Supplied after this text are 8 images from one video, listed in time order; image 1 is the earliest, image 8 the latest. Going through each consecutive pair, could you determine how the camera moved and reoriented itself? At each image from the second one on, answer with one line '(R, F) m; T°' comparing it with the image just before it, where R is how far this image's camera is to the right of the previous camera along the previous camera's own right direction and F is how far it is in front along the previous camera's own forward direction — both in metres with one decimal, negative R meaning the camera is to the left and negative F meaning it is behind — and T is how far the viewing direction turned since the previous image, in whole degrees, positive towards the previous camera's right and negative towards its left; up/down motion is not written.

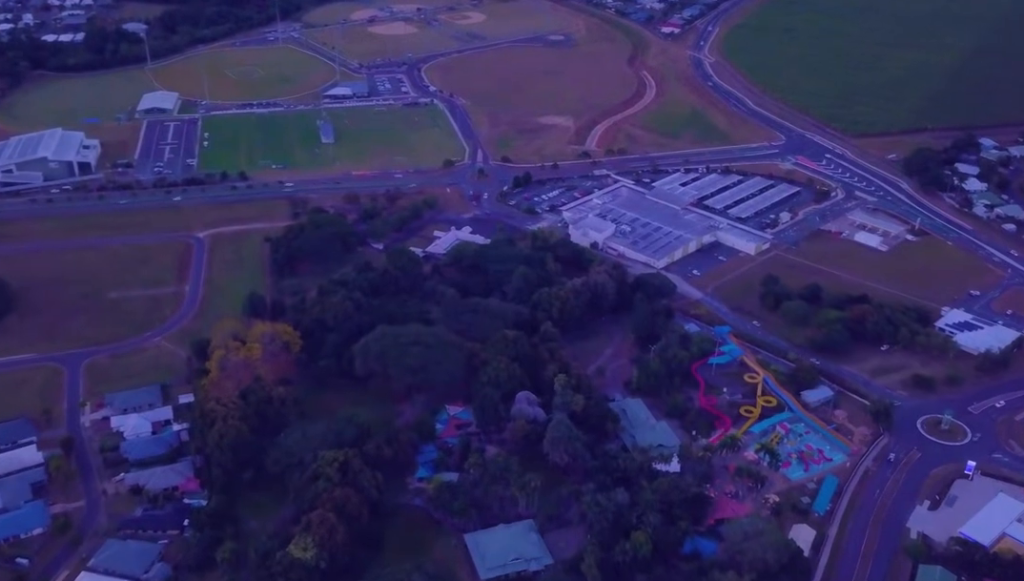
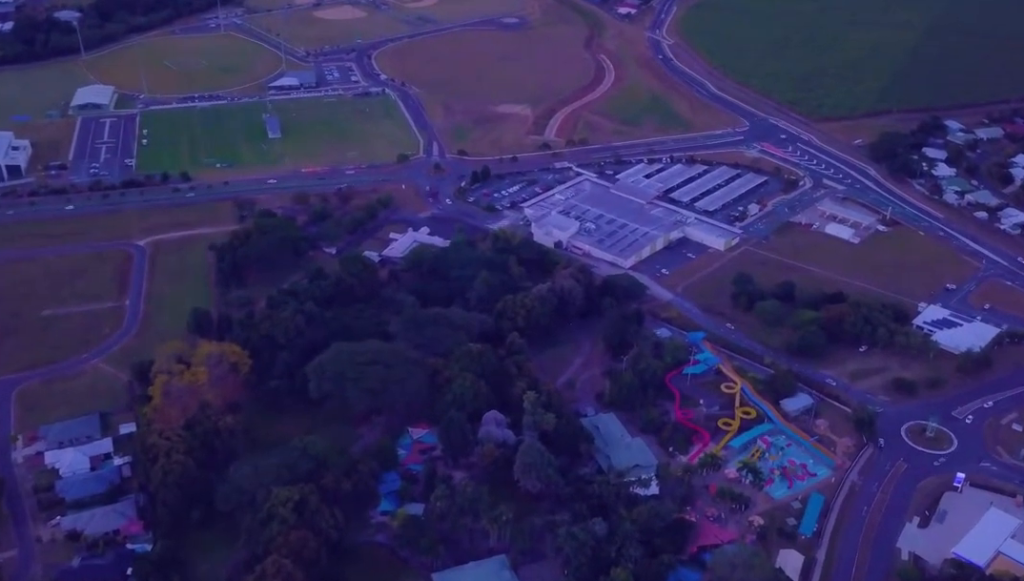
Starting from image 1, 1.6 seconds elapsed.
(0.0, +16.1) m; 0°
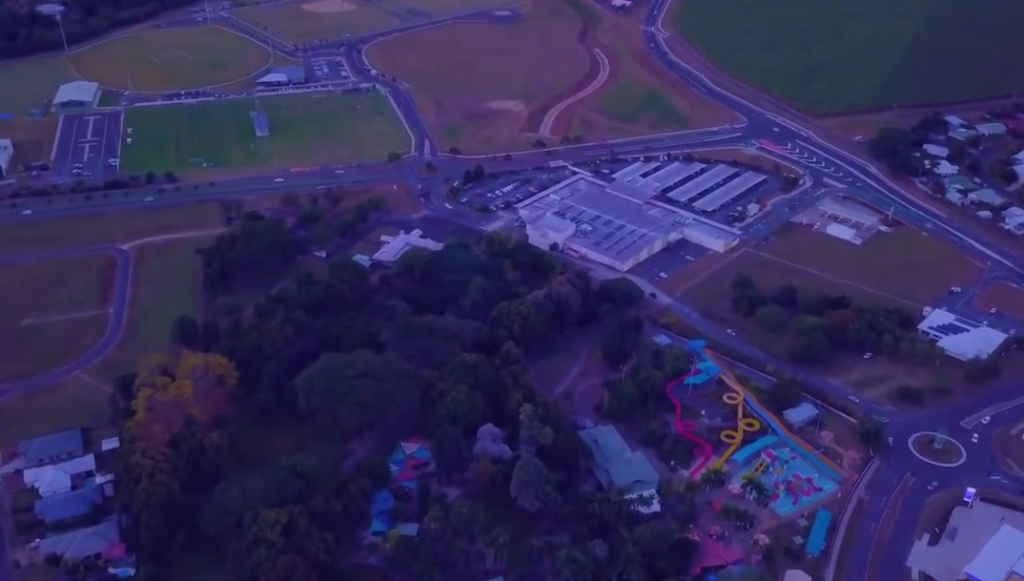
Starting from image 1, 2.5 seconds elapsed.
(0.0, +8.0) m; 0°
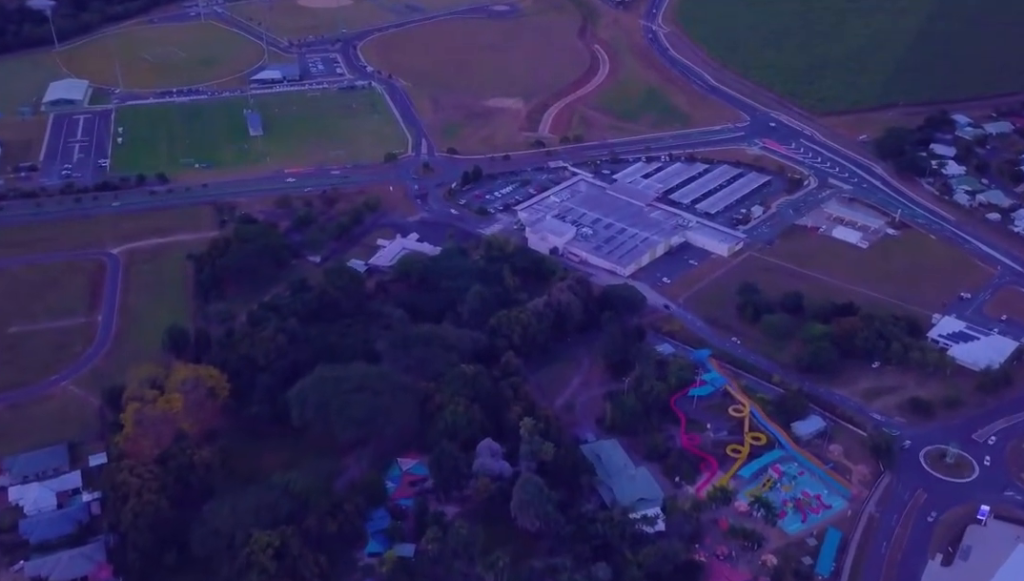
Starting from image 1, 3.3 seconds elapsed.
(0.0, +7.3) m; 0°
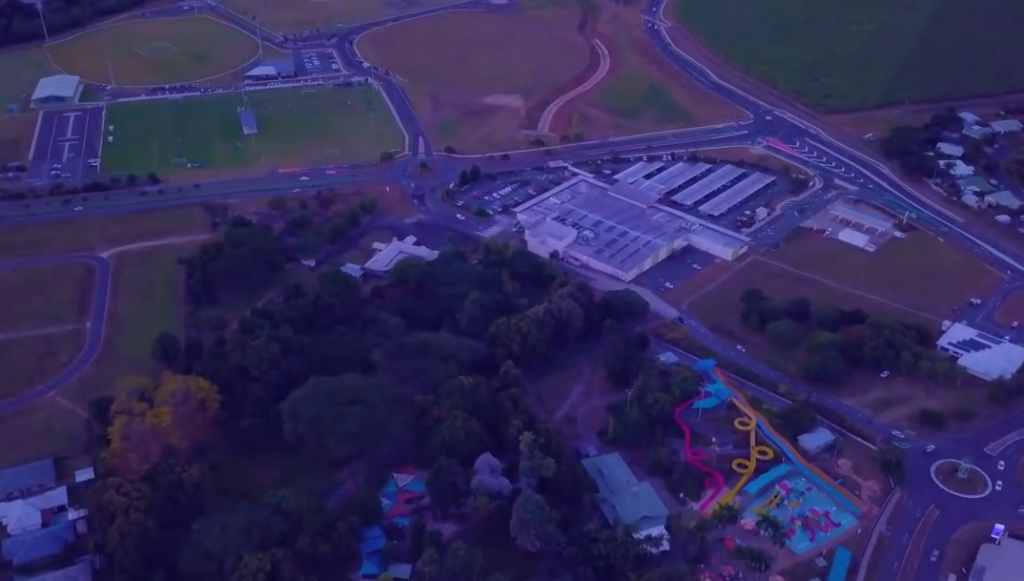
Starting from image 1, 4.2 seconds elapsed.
(0.0, +7.7) m; 0°
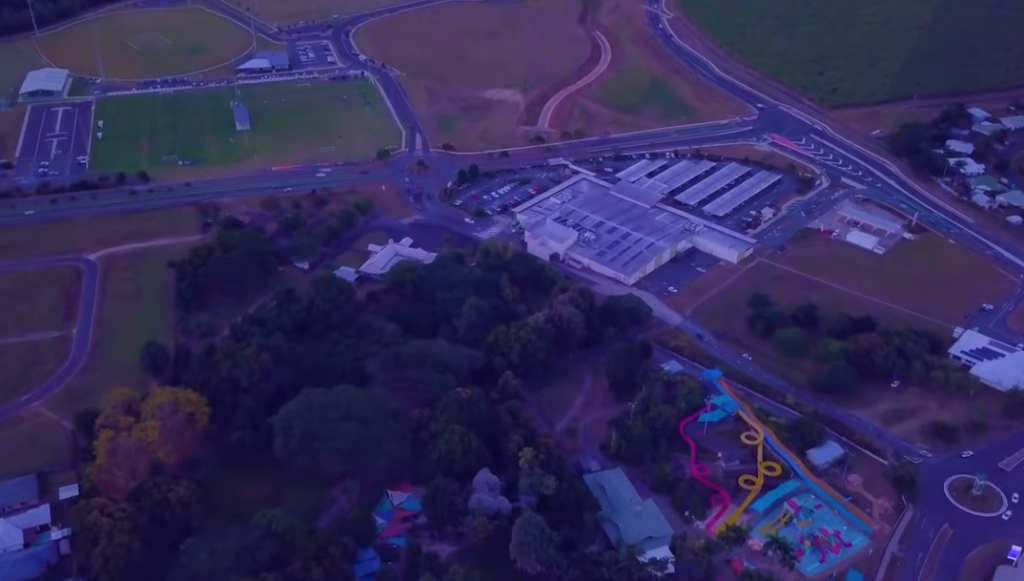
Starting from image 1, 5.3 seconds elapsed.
(0.0, +9.1) m; 0°
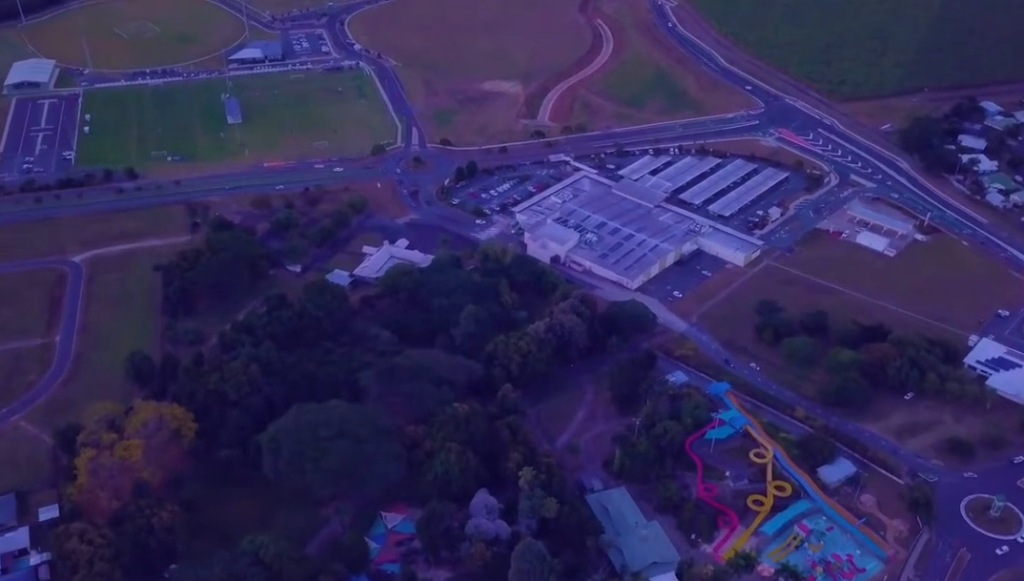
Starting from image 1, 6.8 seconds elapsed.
(0.0, +11.1) m; 0°
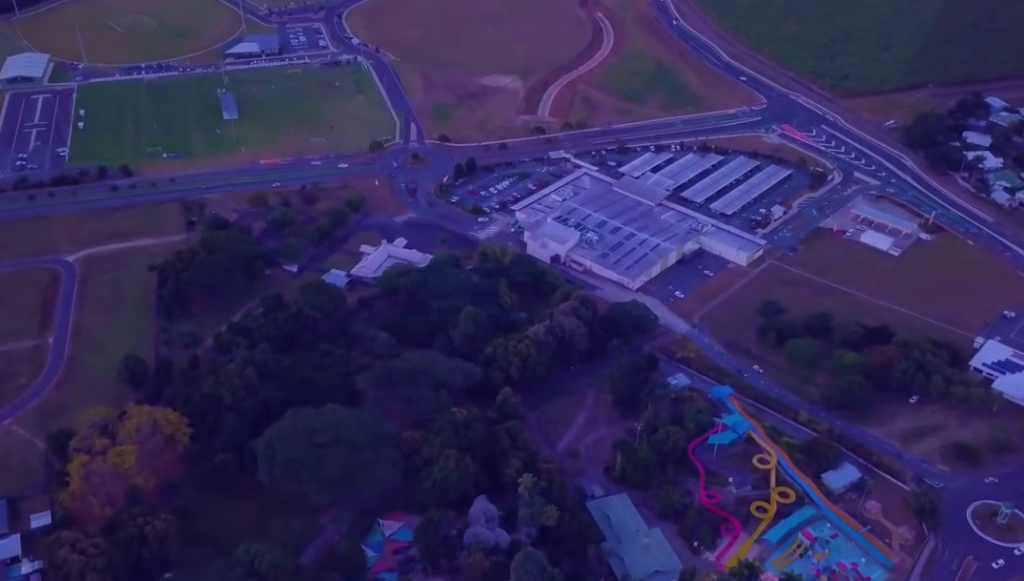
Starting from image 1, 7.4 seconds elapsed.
(0.0, +4.2) m; 0°
